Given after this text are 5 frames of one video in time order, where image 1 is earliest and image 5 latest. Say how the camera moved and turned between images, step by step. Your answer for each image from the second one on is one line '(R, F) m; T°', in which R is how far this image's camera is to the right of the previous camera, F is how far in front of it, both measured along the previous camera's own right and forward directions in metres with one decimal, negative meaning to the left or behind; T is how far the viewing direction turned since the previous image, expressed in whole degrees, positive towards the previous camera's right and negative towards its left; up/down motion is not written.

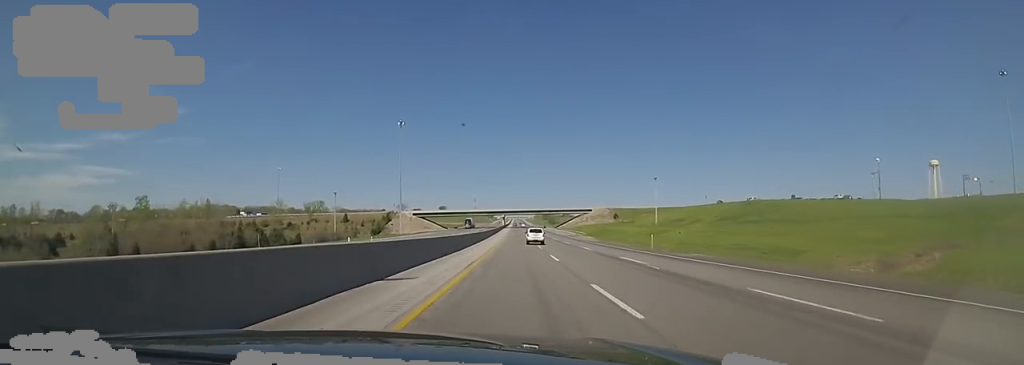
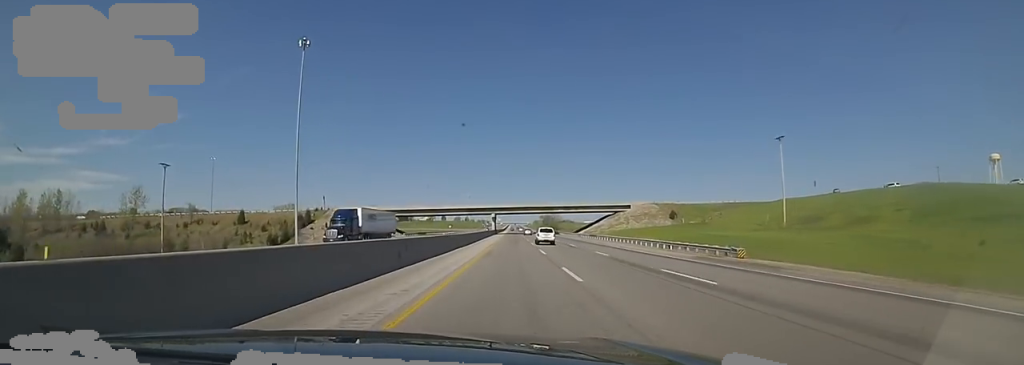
(0.0, +70.3) m; 0°
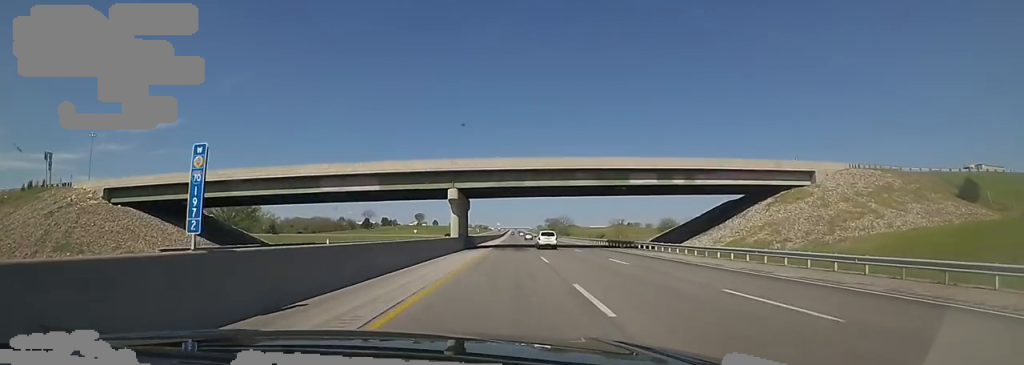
(-0.2, +81.5) m; -3°
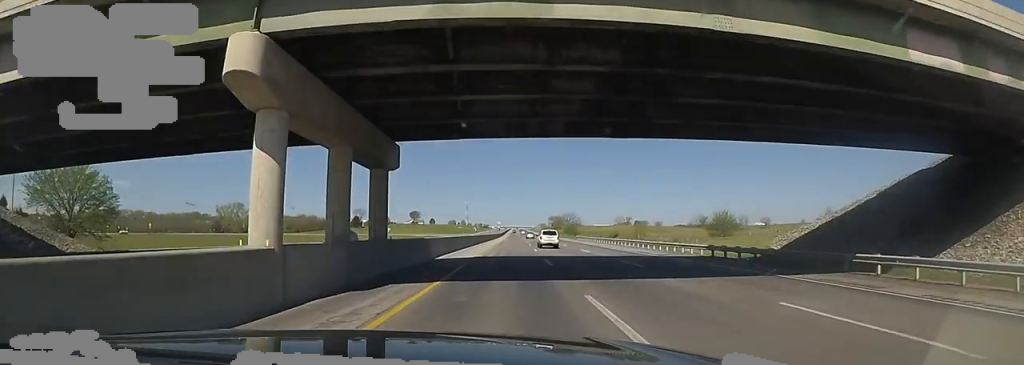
(-1.4, +33.3) m; 0°
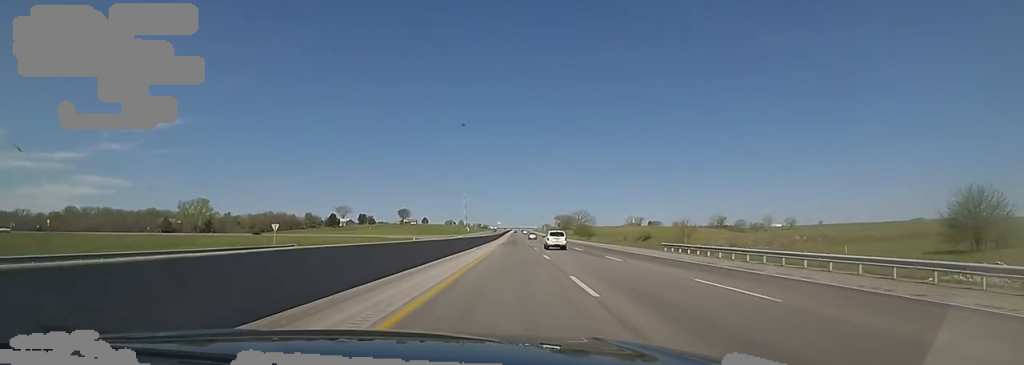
(+2.3, +55.9) m; +3°
